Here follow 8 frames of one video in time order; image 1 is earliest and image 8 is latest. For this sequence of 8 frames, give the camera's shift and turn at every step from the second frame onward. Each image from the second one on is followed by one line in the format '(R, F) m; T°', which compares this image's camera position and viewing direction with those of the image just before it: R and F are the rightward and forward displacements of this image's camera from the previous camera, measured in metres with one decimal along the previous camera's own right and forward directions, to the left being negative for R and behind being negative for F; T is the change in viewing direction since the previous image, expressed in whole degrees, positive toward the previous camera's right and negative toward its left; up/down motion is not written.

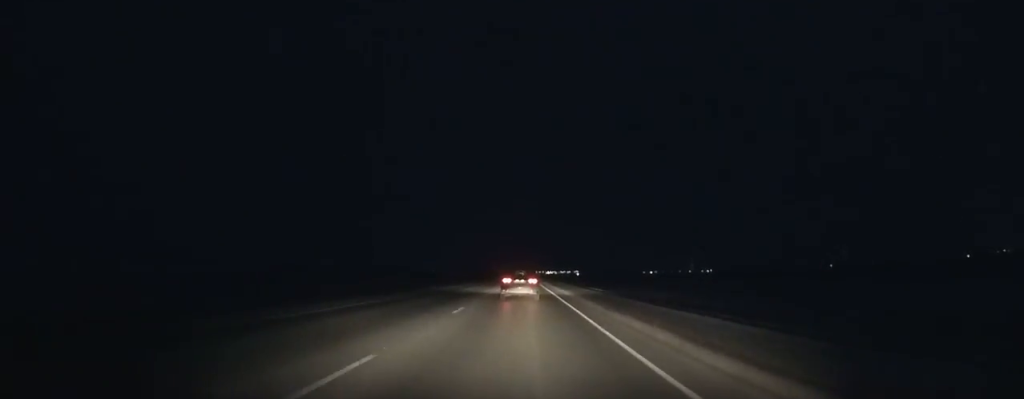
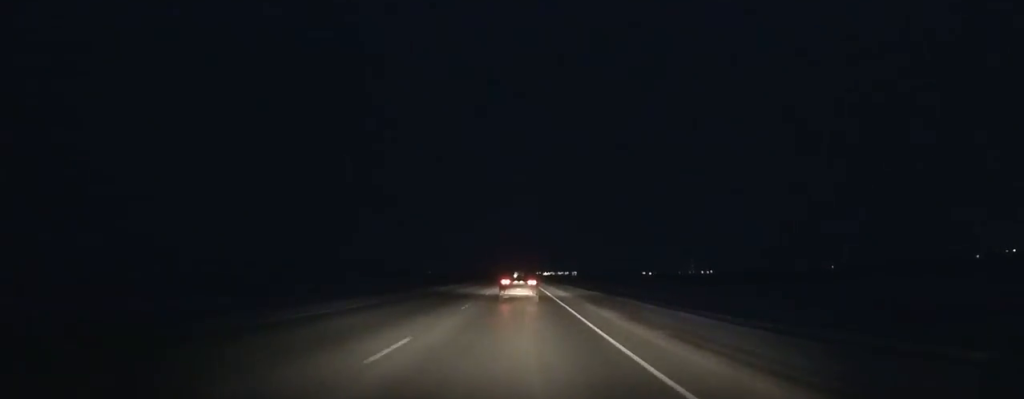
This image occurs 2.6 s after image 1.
(-0.2, +56.4) m; -1°
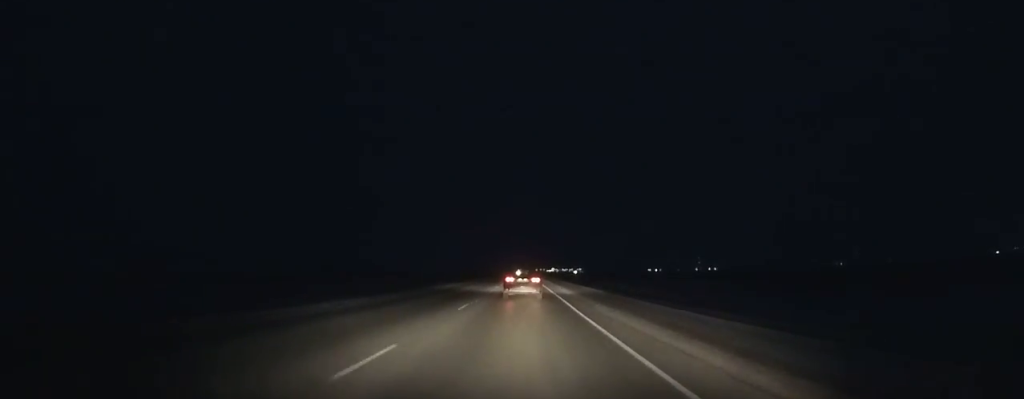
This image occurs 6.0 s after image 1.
(-0.7, +73.2) m; 0°
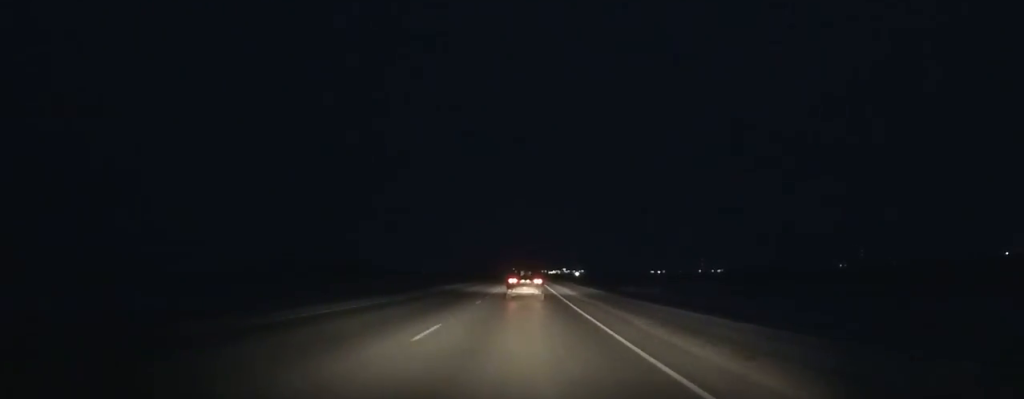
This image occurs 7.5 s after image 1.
(+0.3, +32.3) m; +1°
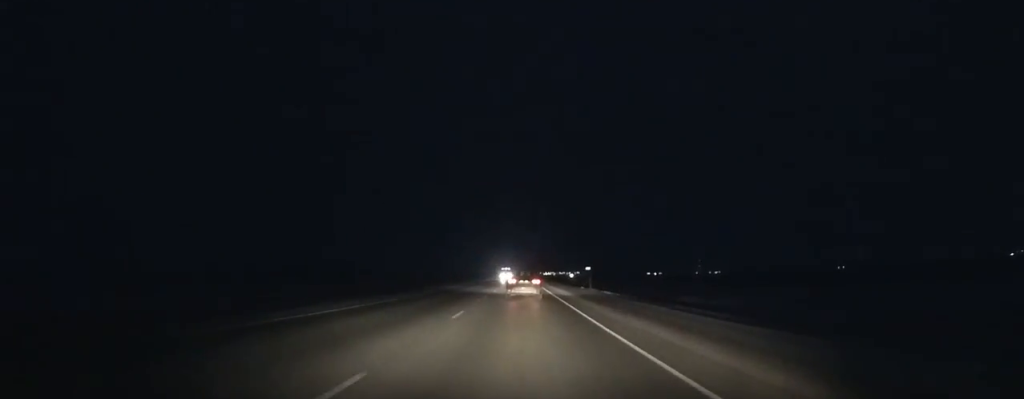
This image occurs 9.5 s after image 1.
(+0.2, +43.2) m; +1°
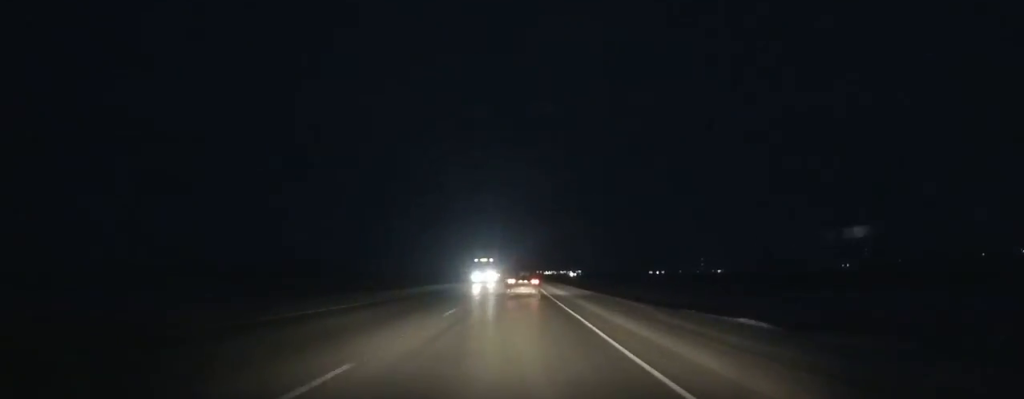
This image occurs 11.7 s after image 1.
(+0.4, +48.0) m; 0°
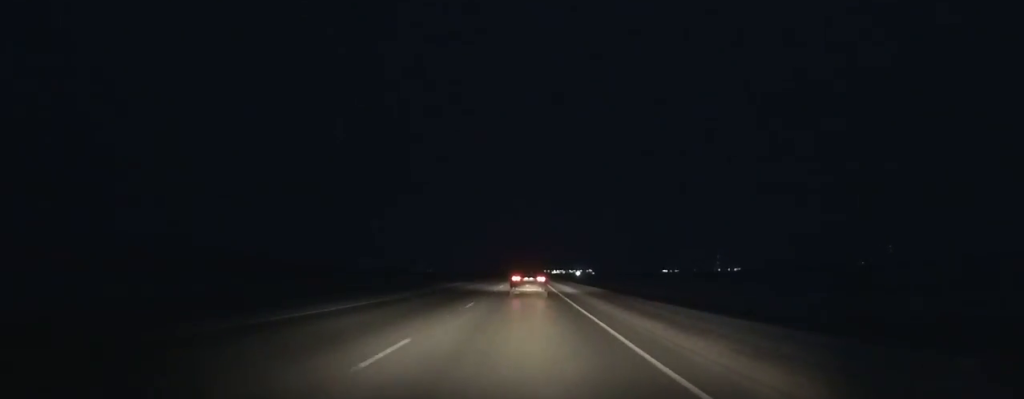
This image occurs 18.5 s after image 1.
(-1.3, +150.3) m; -1°
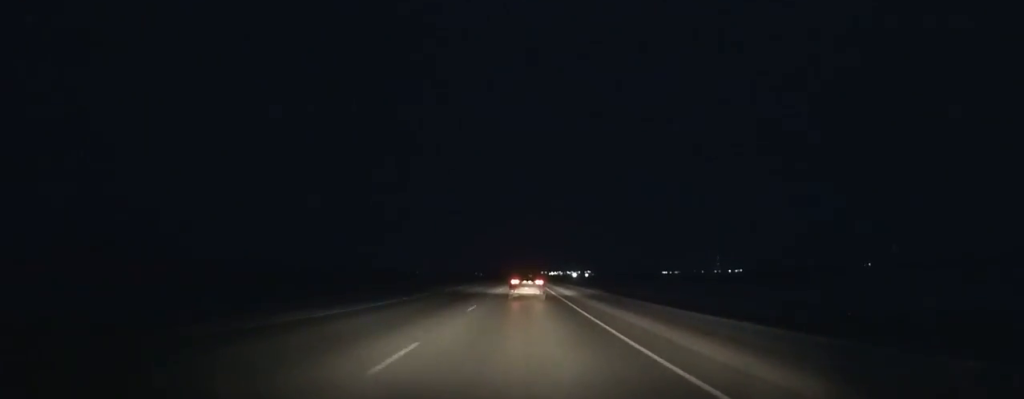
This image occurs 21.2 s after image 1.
(+0.2, +59.6) m; 0°
